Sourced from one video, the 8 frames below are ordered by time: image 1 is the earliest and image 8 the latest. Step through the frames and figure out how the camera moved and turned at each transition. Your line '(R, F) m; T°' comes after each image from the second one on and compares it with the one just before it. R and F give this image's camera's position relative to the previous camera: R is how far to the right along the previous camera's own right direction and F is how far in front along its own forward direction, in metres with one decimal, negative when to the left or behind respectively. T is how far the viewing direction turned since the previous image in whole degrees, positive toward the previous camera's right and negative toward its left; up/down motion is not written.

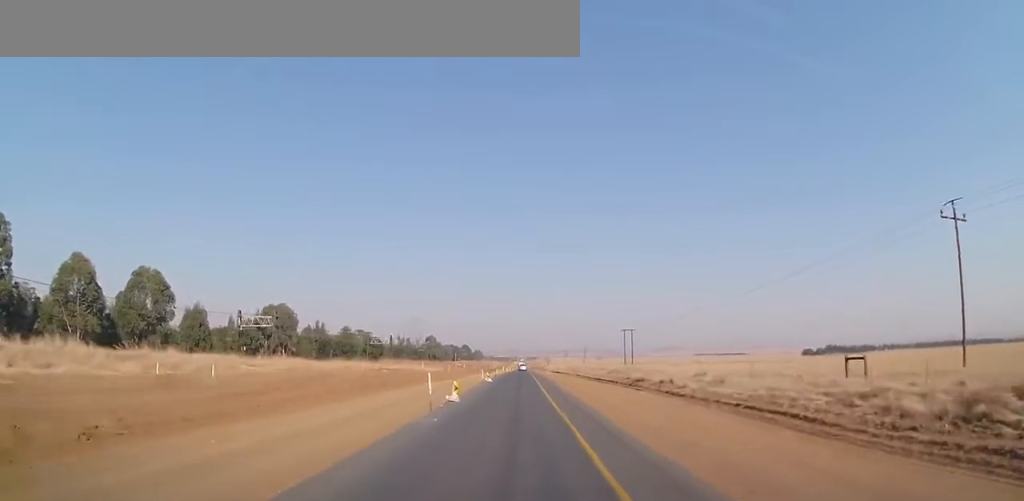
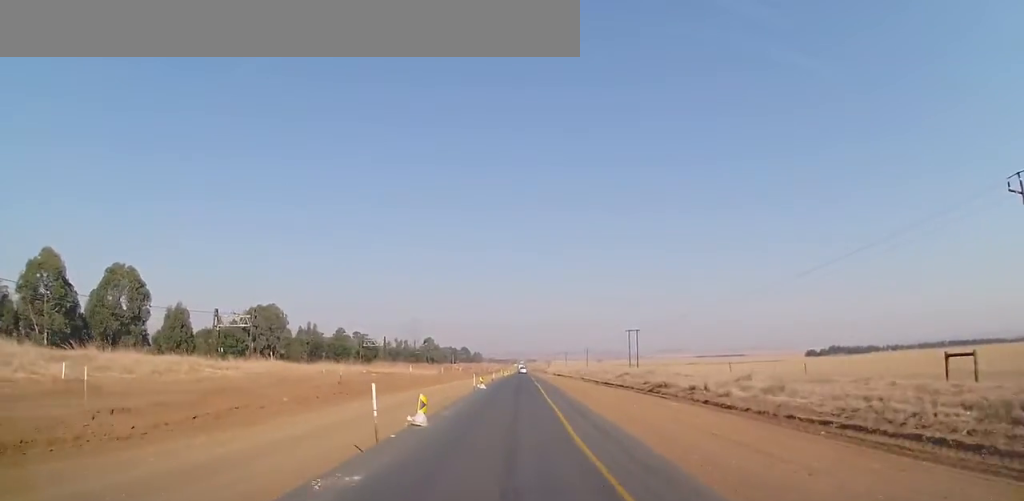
(0.0, +6.4) m; 0°
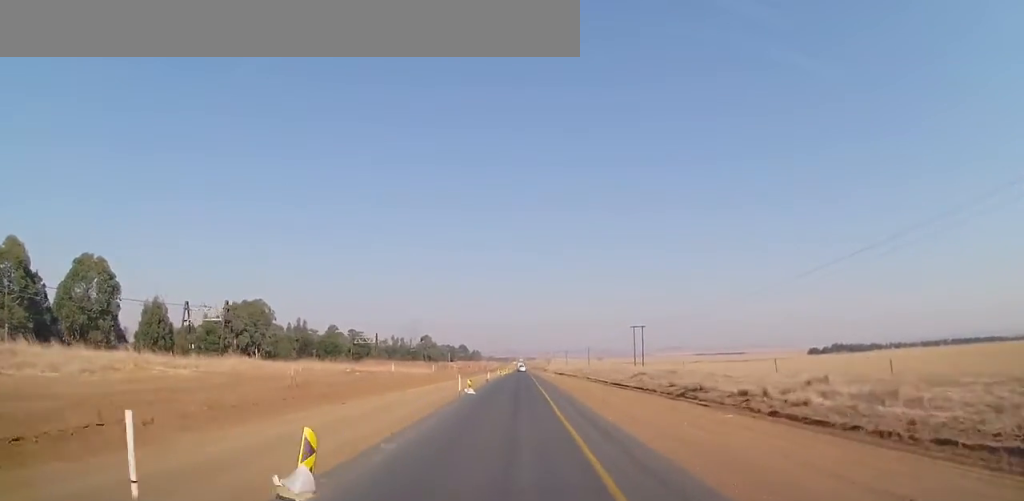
(0.0, +6.9) m; 0°
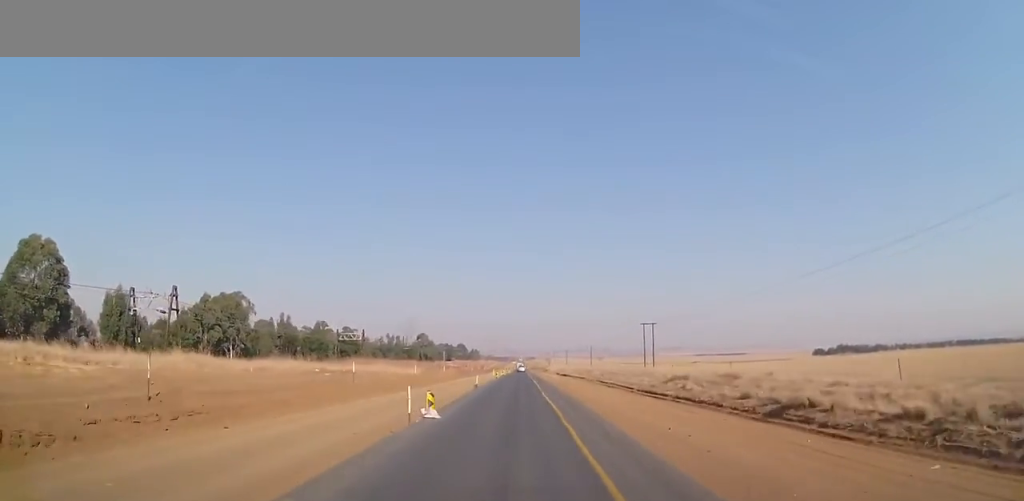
(0.0, +10.6) m; -1°
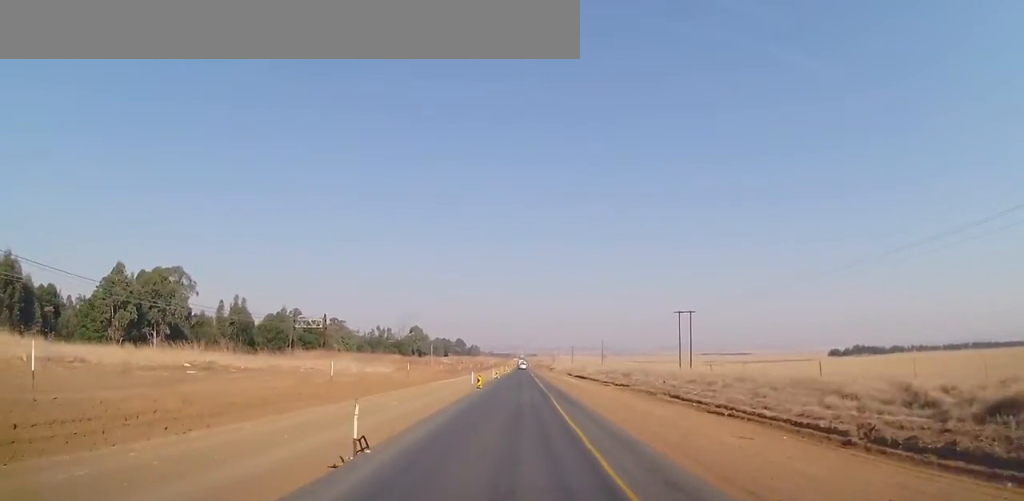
(-0.6, +24.6) m; -1°
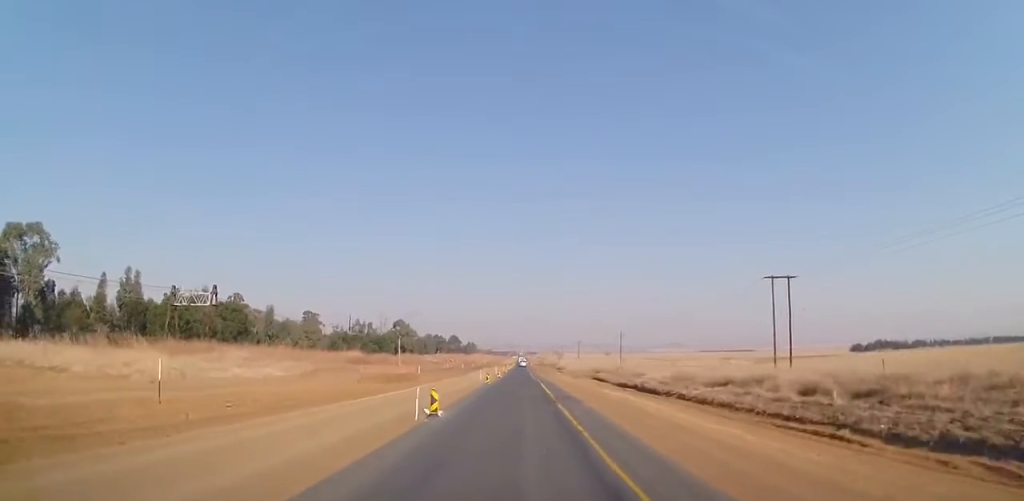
(+1.1, +35.2) m; +2°
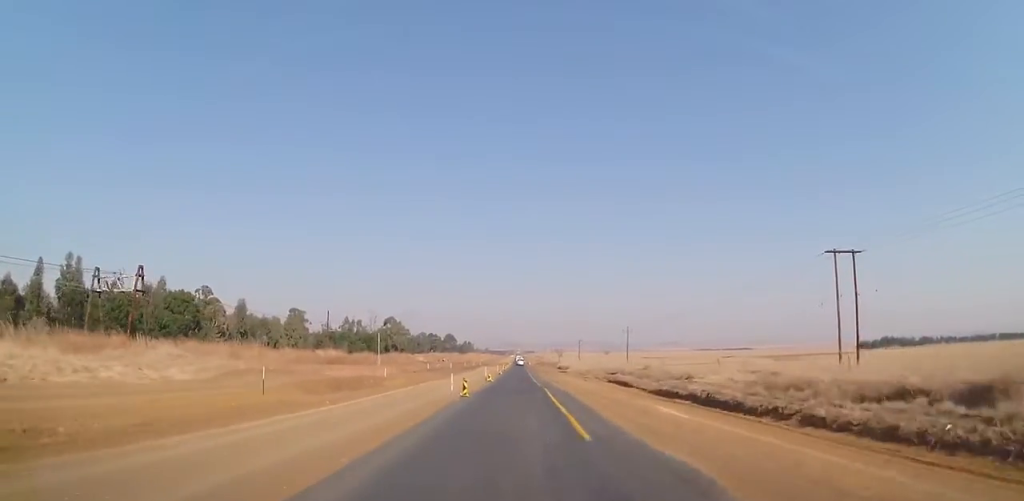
(0.0, +12.9) m; 0°
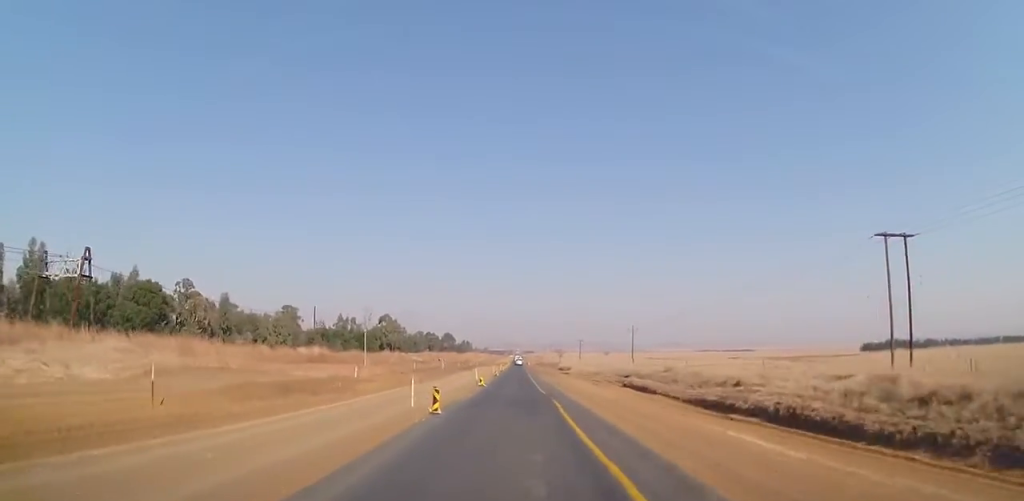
(0.0, +7.2) m; 0°
